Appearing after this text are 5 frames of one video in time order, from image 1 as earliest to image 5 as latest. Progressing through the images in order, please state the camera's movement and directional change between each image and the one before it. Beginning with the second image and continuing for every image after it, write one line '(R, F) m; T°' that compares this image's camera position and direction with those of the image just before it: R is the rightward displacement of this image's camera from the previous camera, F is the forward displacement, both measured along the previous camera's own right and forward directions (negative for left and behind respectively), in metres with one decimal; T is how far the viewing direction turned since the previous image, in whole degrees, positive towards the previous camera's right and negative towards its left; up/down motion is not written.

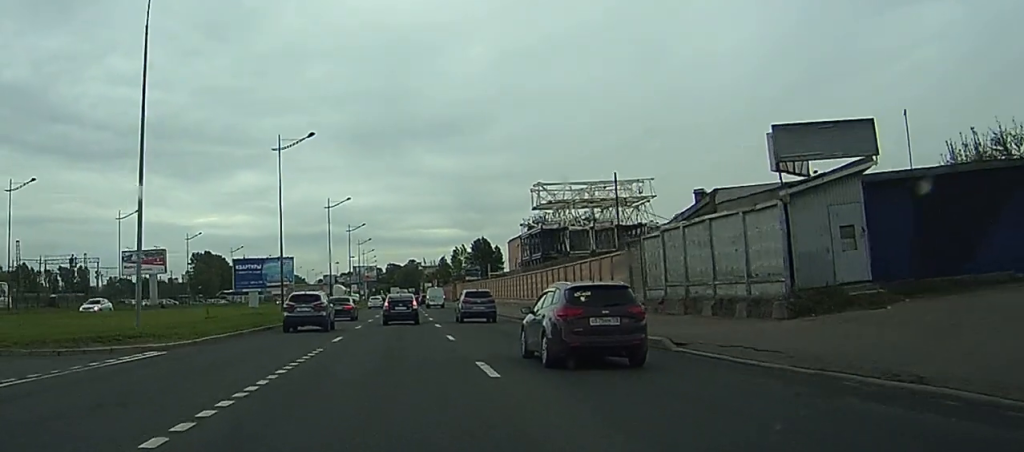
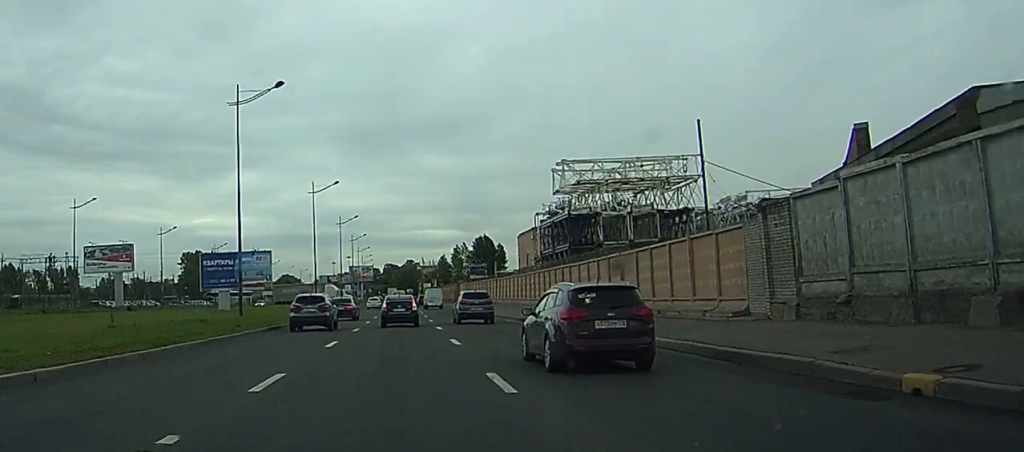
(0.0, +14.2) m; 0°
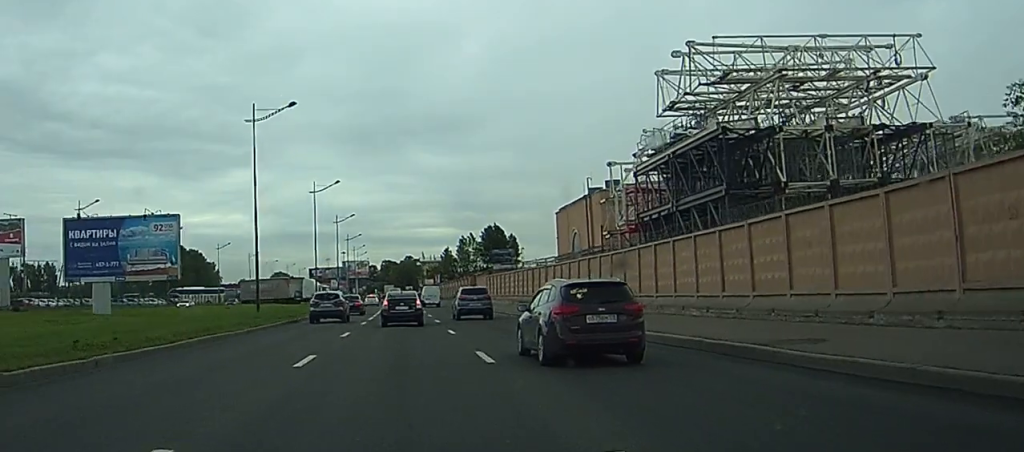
(-0.1, +32.2) m; 0°
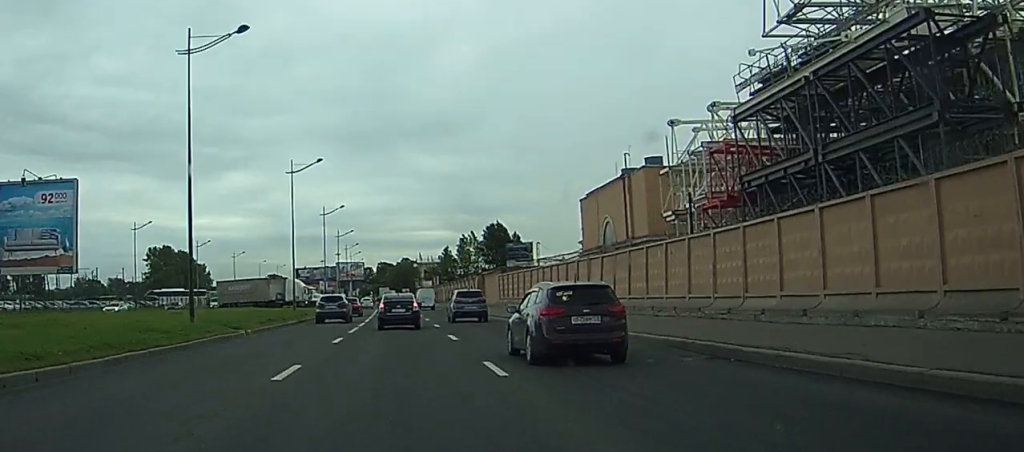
(+0.2, +14.7) m; +1°
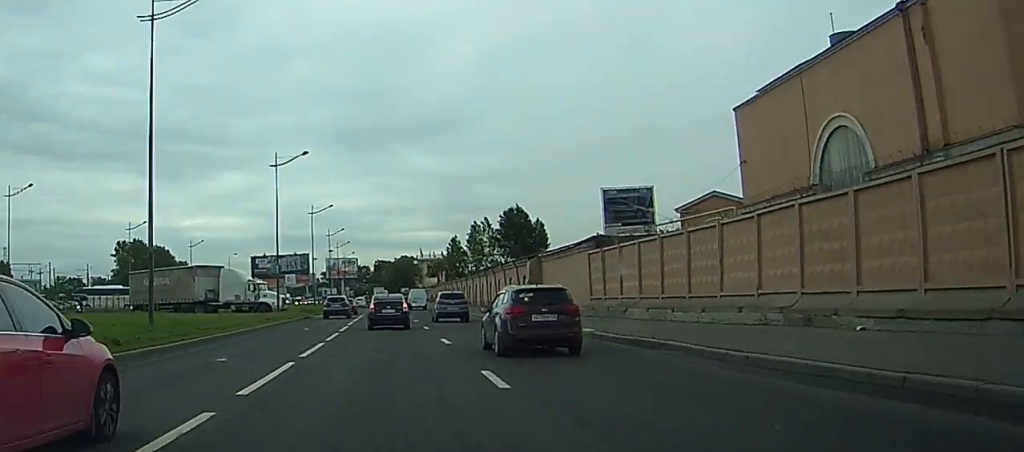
(+0.6, +38.9) m; +1°
